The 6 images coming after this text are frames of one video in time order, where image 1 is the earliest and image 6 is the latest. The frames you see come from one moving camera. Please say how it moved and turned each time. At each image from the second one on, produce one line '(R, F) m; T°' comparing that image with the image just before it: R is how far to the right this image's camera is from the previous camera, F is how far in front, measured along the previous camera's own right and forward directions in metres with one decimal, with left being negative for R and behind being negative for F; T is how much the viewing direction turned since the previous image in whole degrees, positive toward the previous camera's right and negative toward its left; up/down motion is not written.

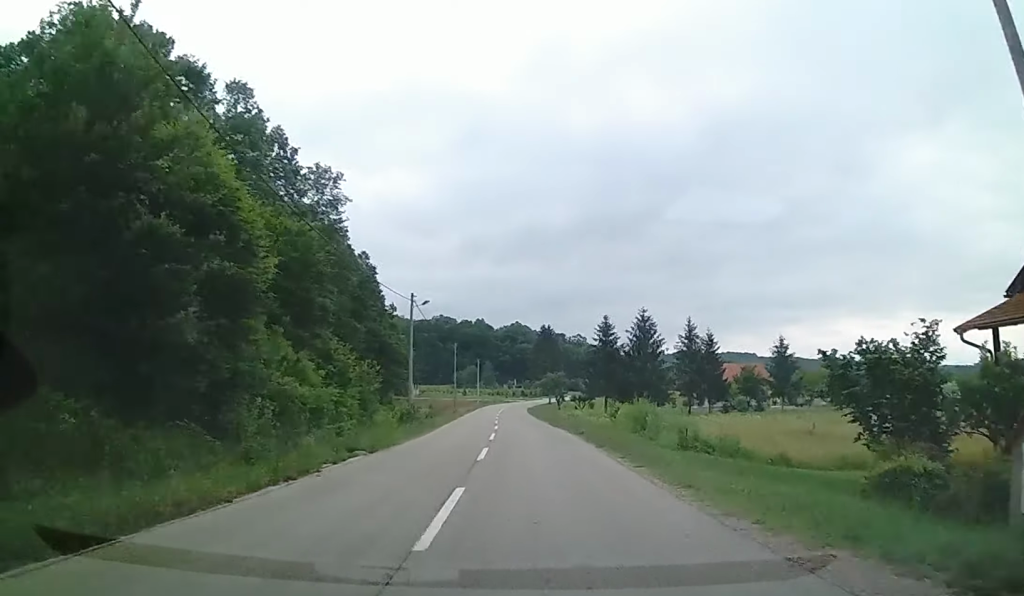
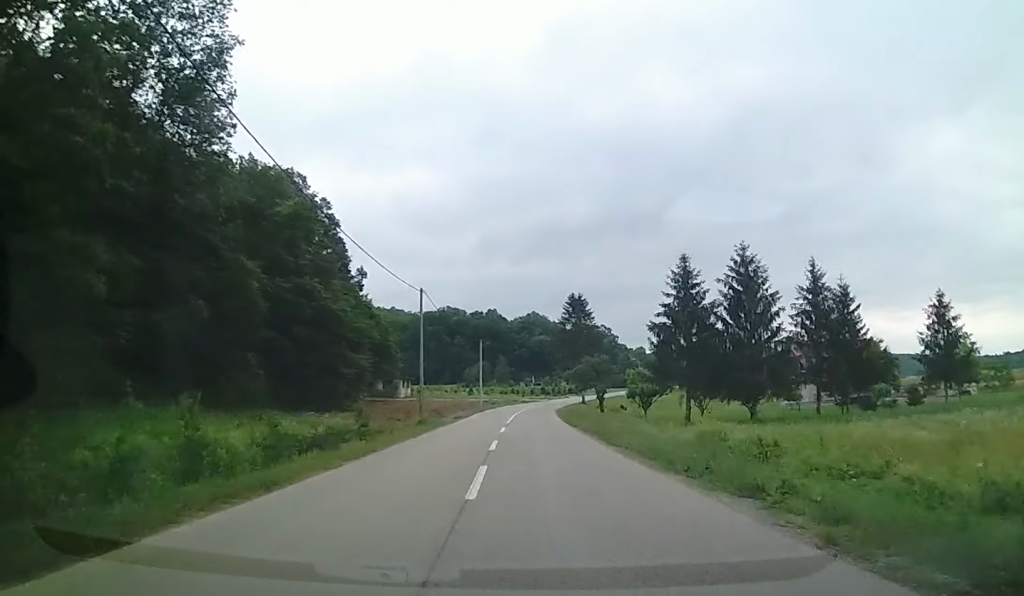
(-1.0, +35.0) m; -1°
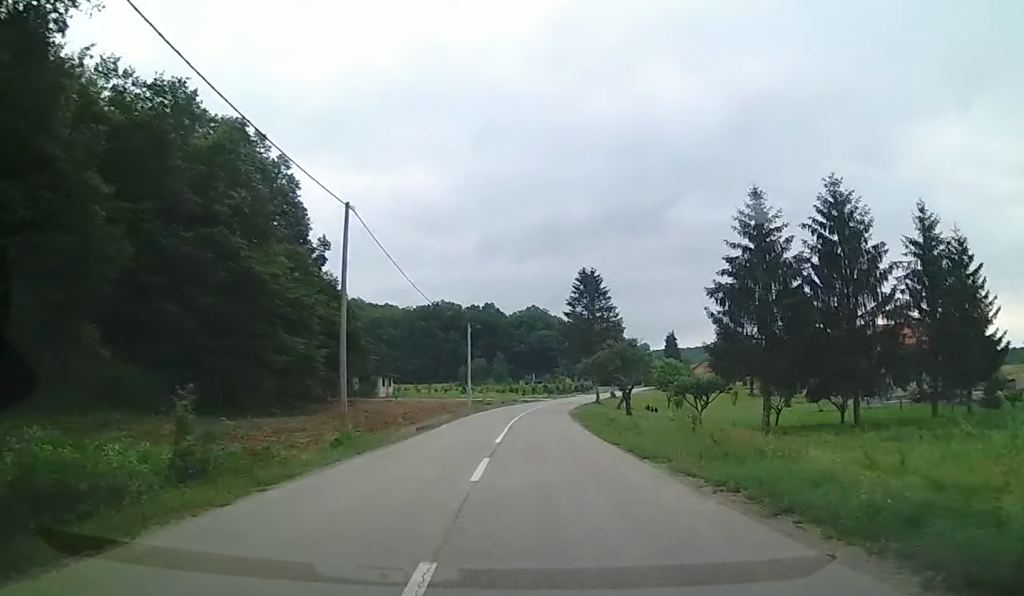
(+0.2, +16.7) m; +1°
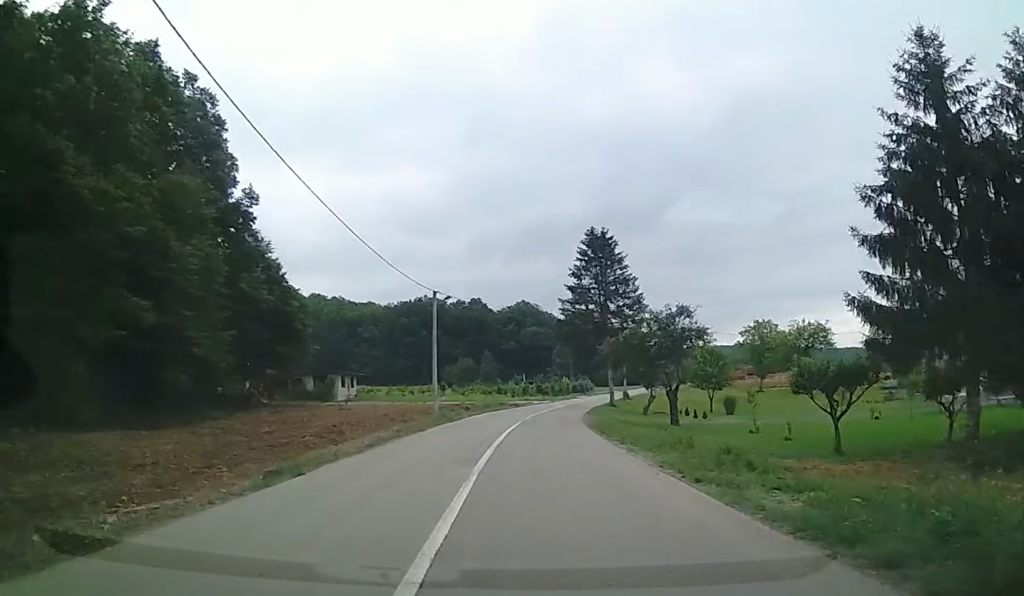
(-0.1, +17.8) m; +3°
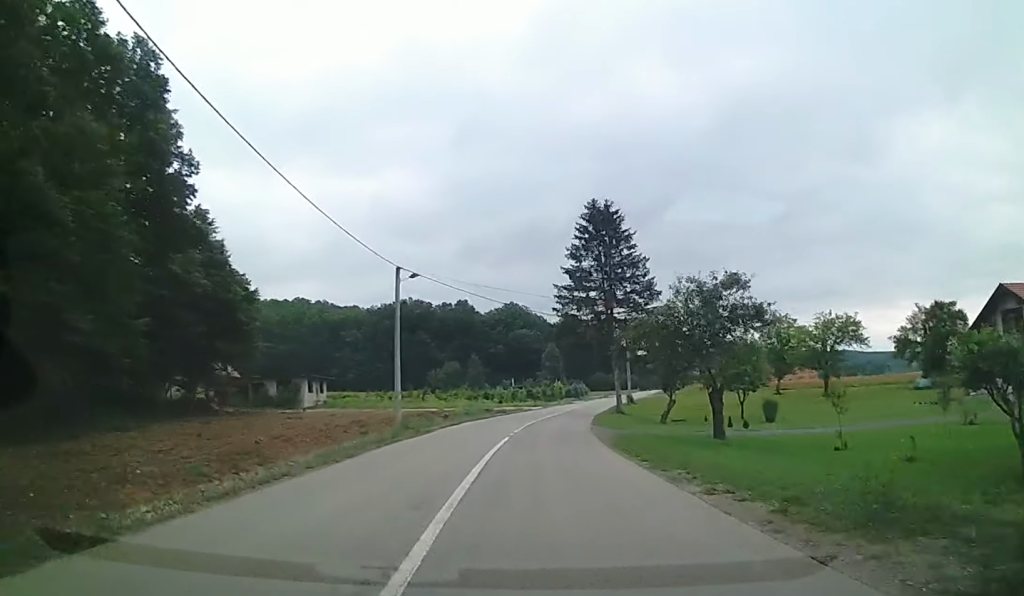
(+0.4, +9.1) m; +2°
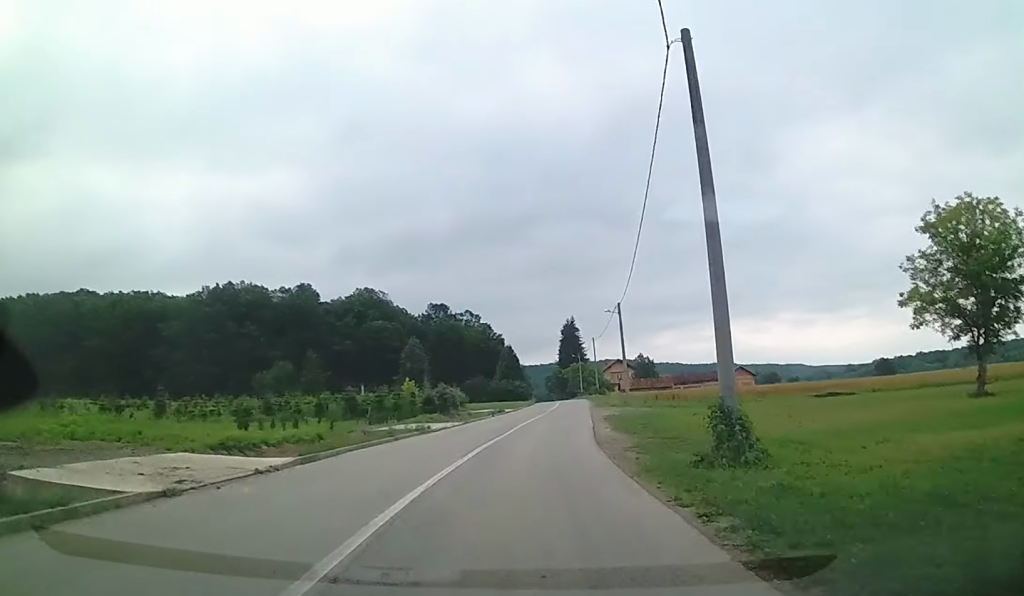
(+4.3, +49.7) m; +11°
